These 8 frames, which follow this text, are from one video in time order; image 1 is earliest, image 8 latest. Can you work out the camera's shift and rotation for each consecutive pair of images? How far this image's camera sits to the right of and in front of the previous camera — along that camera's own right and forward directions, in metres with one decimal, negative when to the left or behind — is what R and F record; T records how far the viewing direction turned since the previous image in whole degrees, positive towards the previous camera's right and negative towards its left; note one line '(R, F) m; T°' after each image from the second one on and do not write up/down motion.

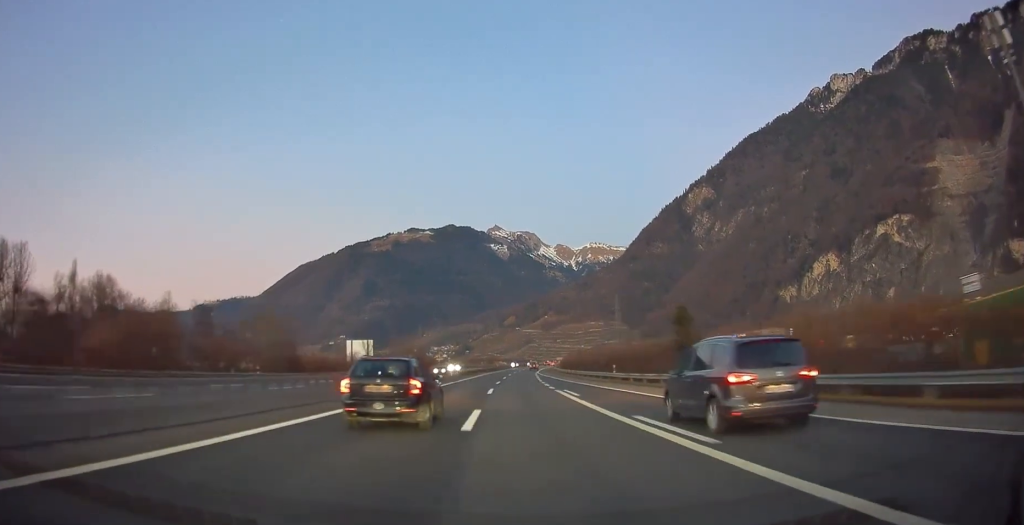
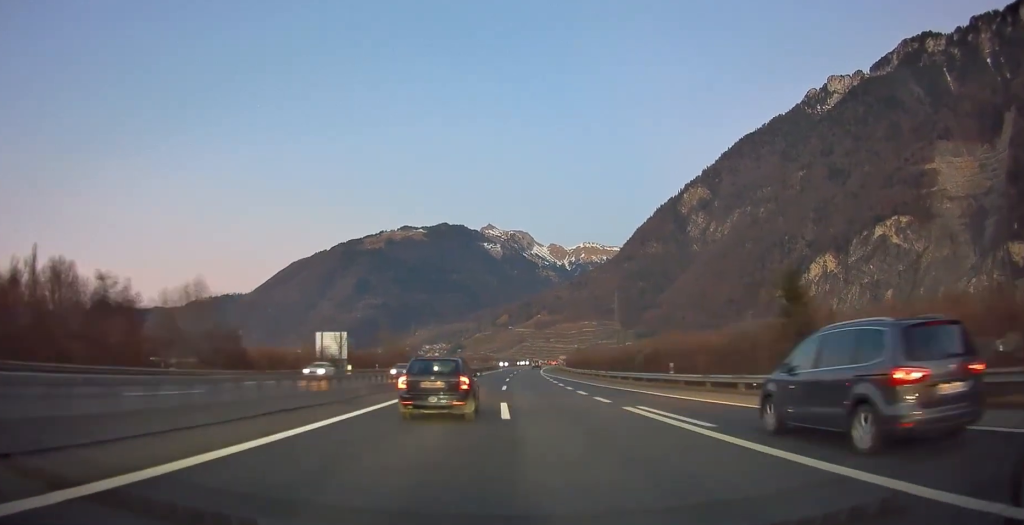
(+0.1, +15.7) m; 0°
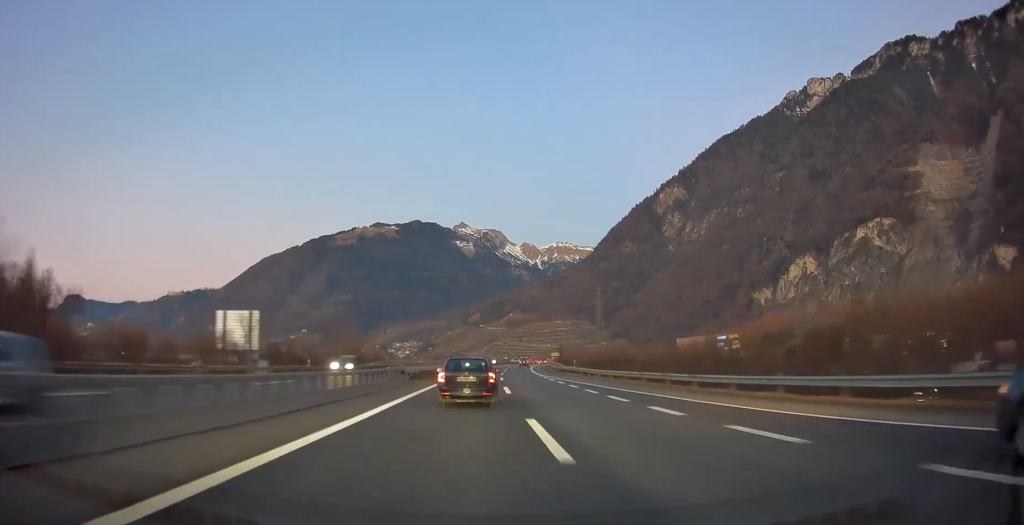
(+0.1, +25.3) m; +1°
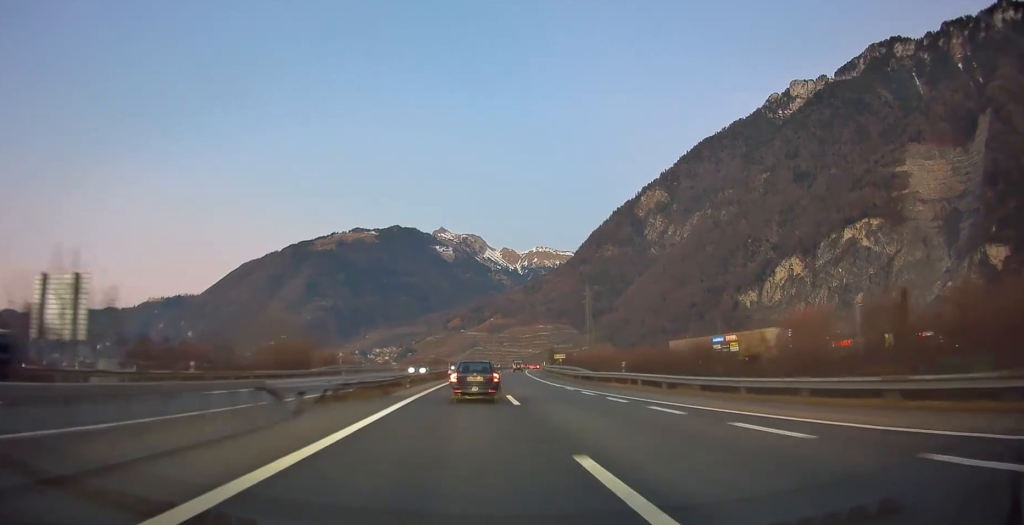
(+0.2, +23.2) m; +1°
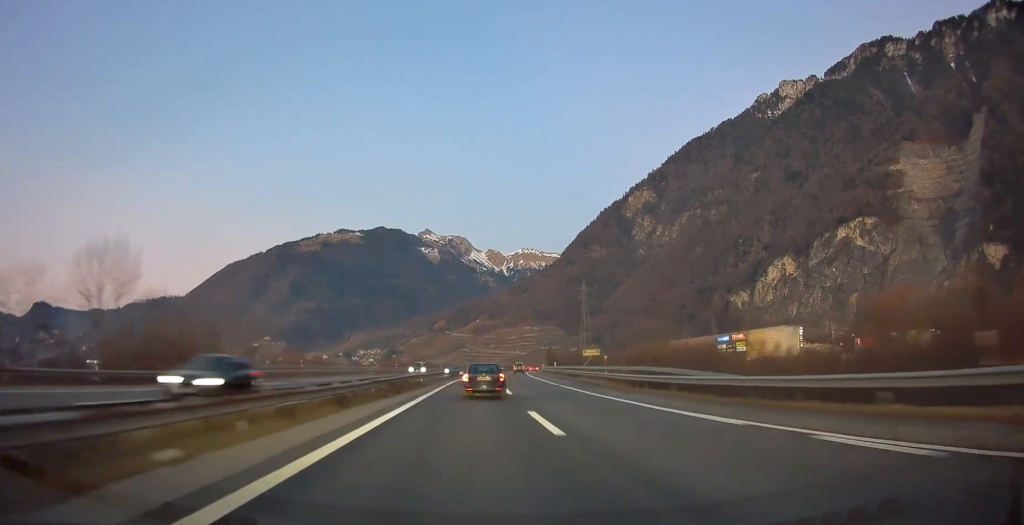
(+0.5, +27.3) m; +2°
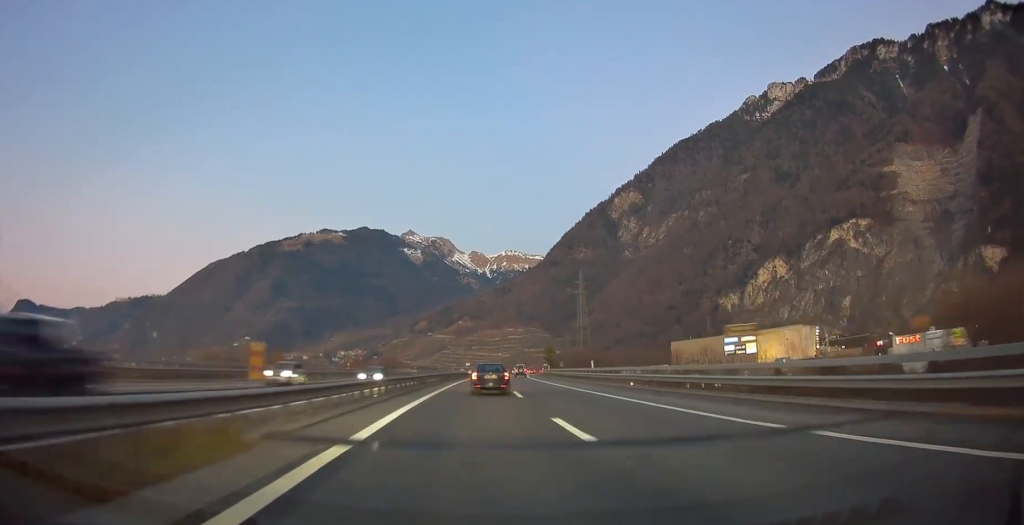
(+0.5, +31.6) m; +2°
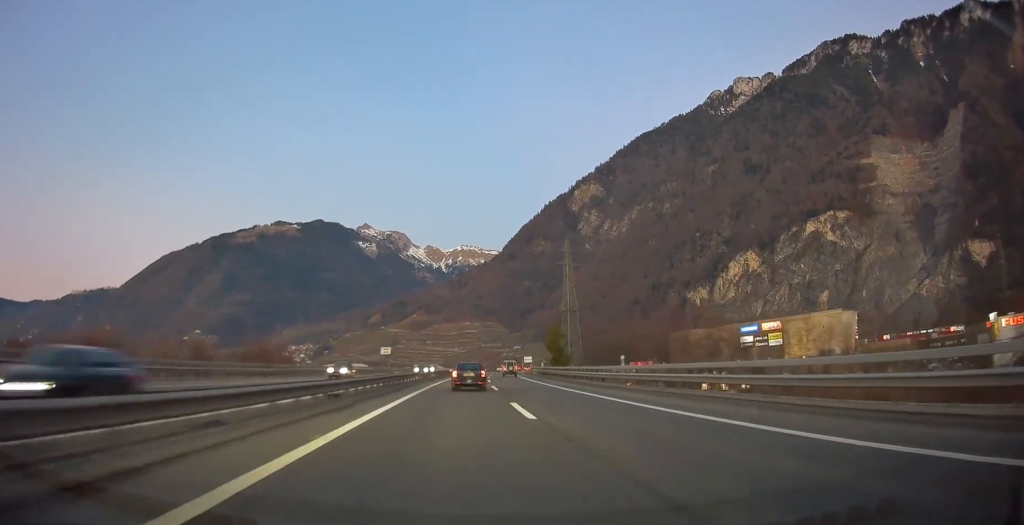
(+2.3, +64.5) m; +4°
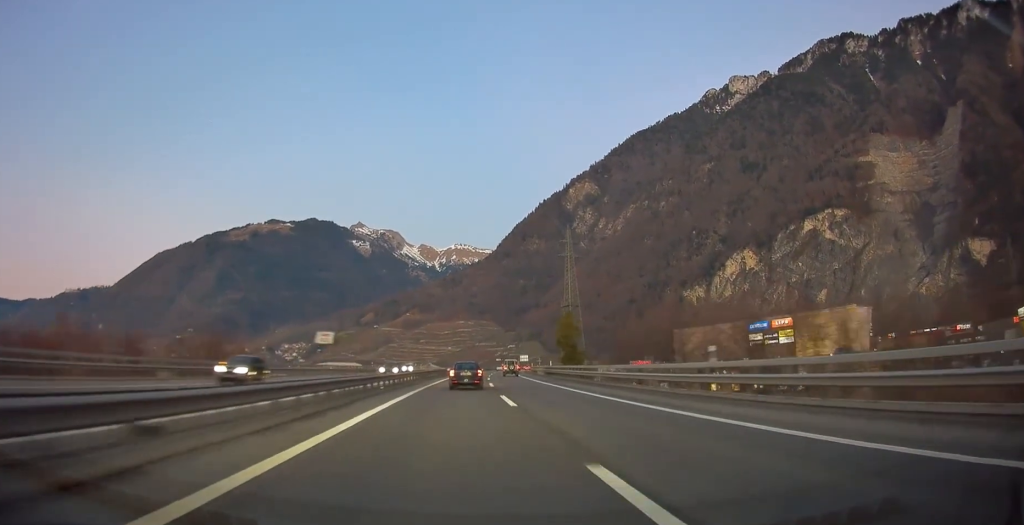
(+0.2, +13.1) m; +1°
